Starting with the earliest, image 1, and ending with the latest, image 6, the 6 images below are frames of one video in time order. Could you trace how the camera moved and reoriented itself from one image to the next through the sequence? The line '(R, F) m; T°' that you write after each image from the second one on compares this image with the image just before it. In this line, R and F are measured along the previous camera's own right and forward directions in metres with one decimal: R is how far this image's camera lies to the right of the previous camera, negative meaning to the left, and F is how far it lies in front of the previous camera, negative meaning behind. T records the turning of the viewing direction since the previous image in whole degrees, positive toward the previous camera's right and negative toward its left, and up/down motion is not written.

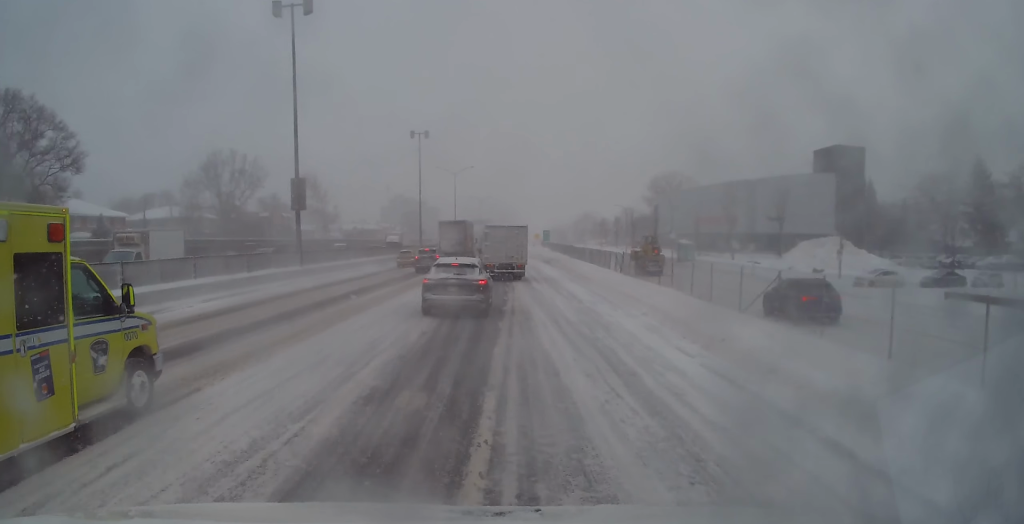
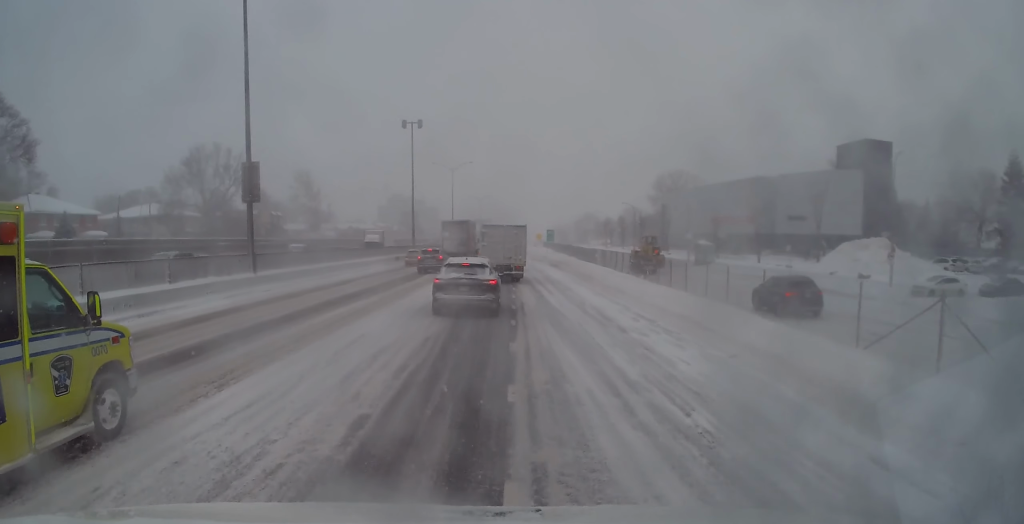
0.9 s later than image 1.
(0.0, +7.2) m; 0°
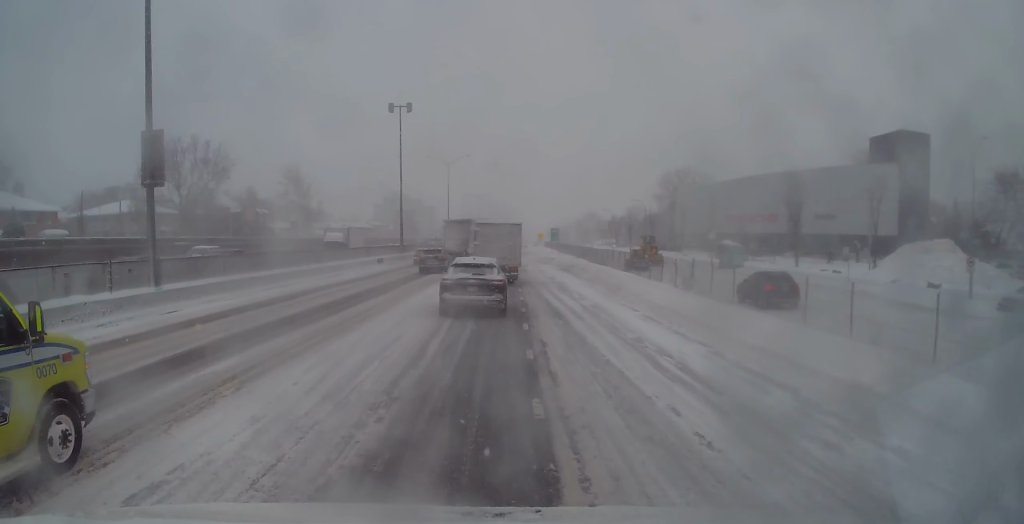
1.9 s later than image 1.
(0.0, +8.5) m; +1°
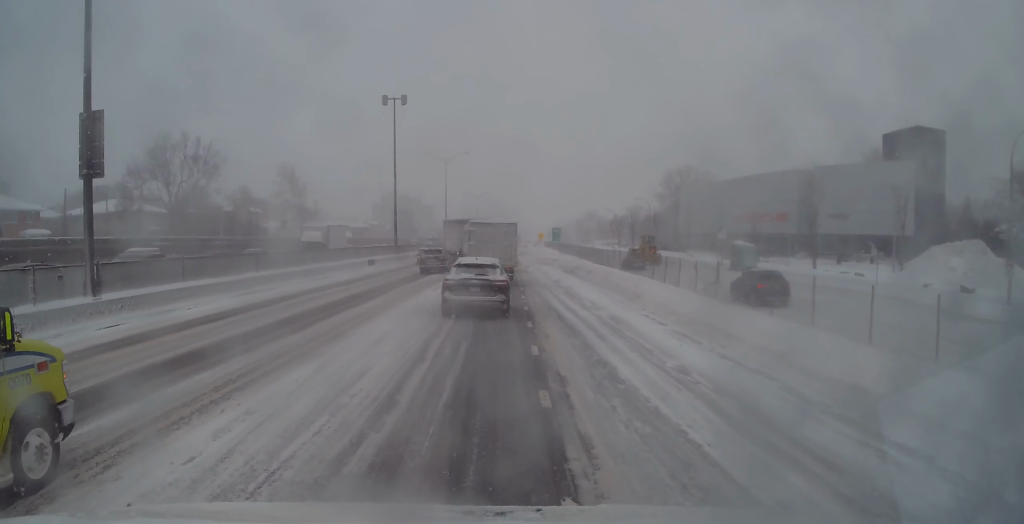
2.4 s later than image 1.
(0.0, +3.4) m; +1°
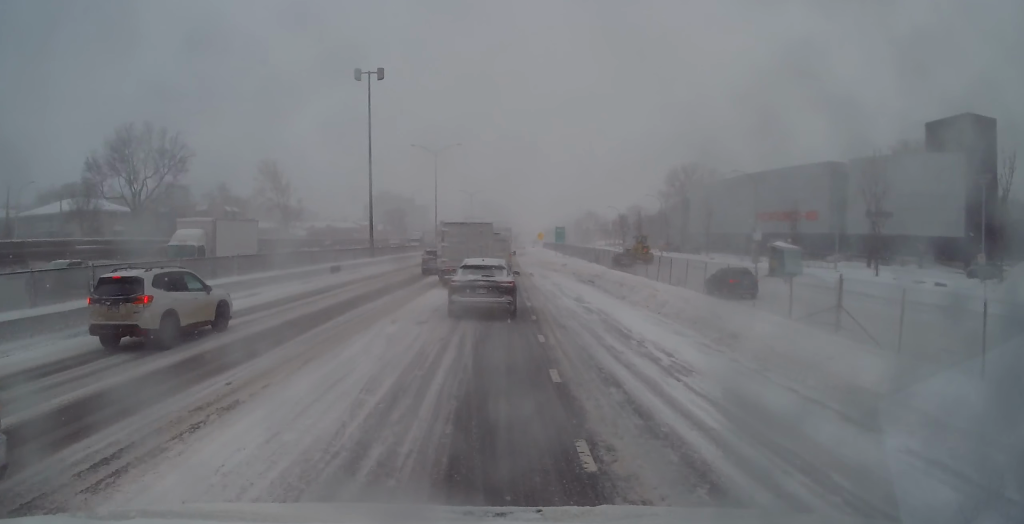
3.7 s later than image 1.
(+0.2, +10.0) m; +1°
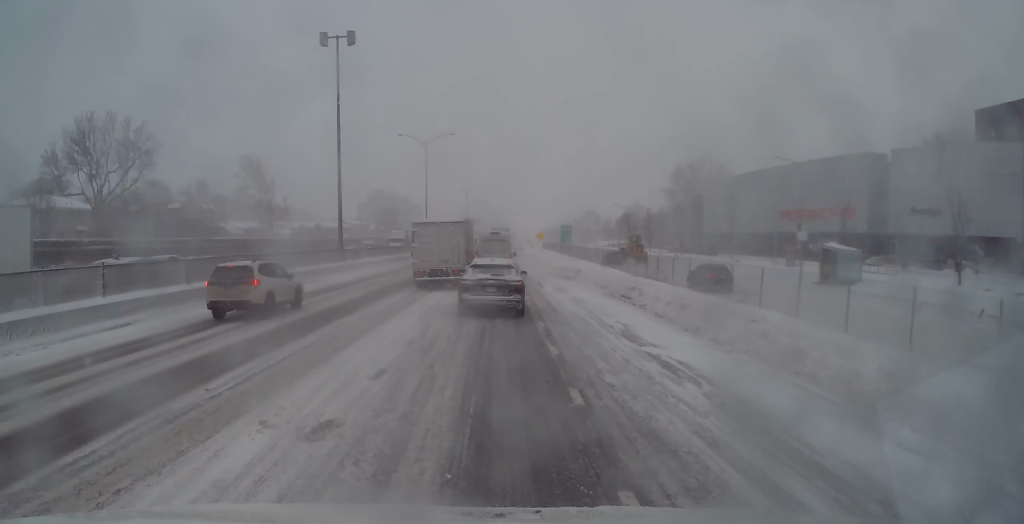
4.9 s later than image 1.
(0.0, +9.2) m; 0°
